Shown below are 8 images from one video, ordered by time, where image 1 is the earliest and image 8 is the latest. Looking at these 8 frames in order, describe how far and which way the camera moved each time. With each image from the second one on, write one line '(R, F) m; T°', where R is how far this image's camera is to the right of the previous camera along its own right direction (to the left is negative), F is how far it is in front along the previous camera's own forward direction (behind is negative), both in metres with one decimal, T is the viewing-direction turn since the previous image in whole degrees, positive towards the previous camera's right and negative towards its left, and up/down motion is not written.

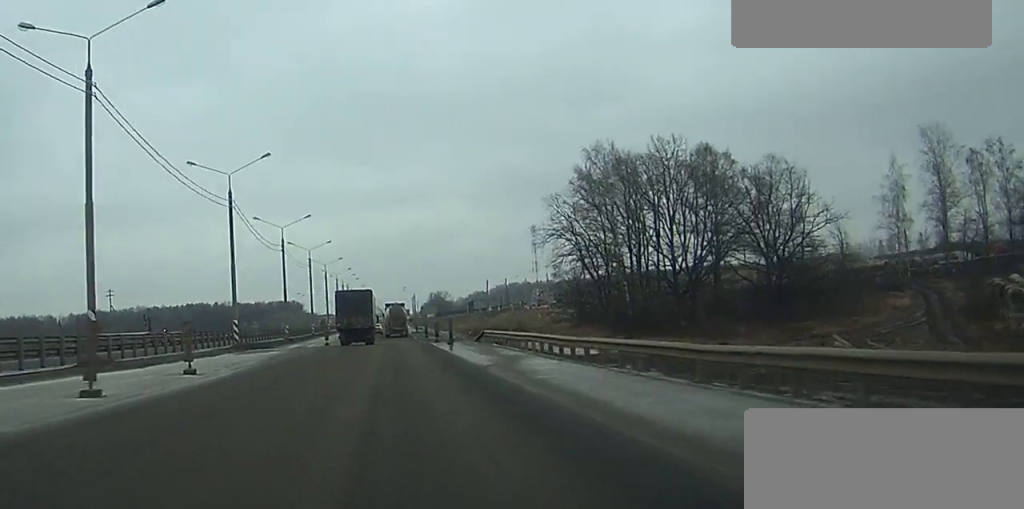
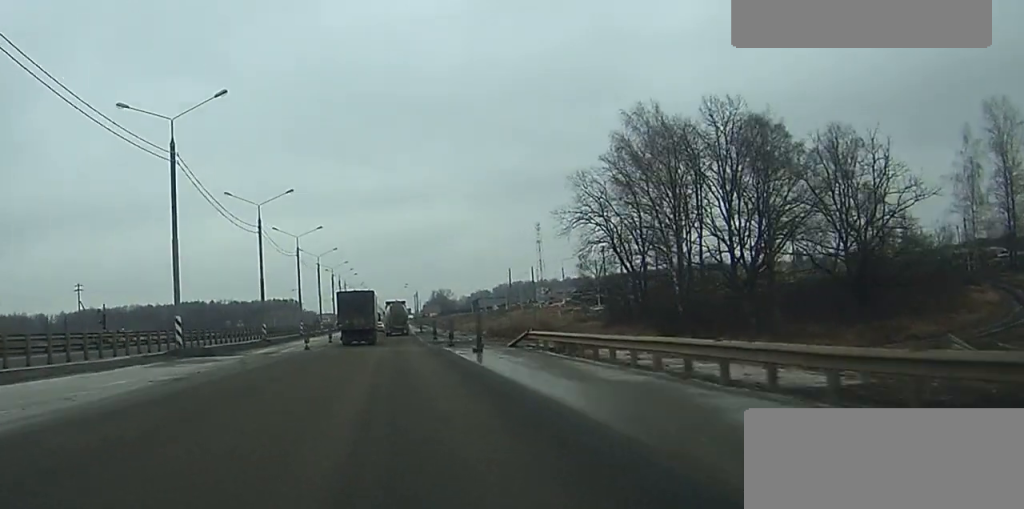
(-0.2, +15.8) m; 0°
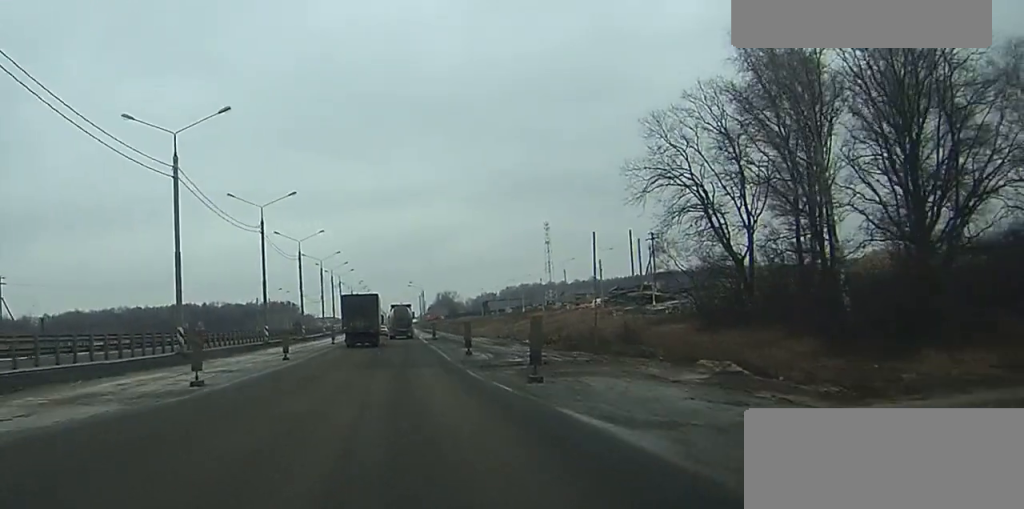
(+0.4, +27.2) m; +2°
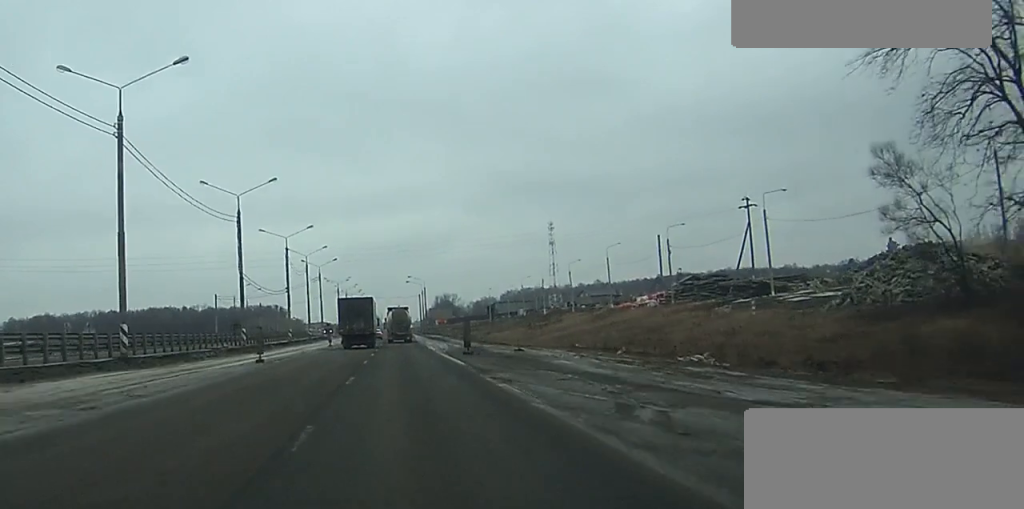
(-0.4, +39.8) m; -1°
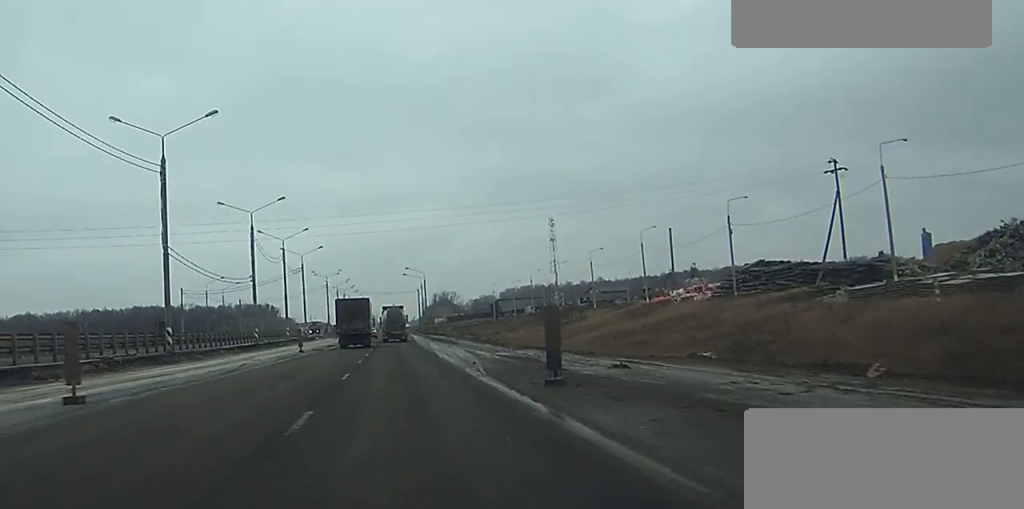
(0.0, +23.5) m; +1°
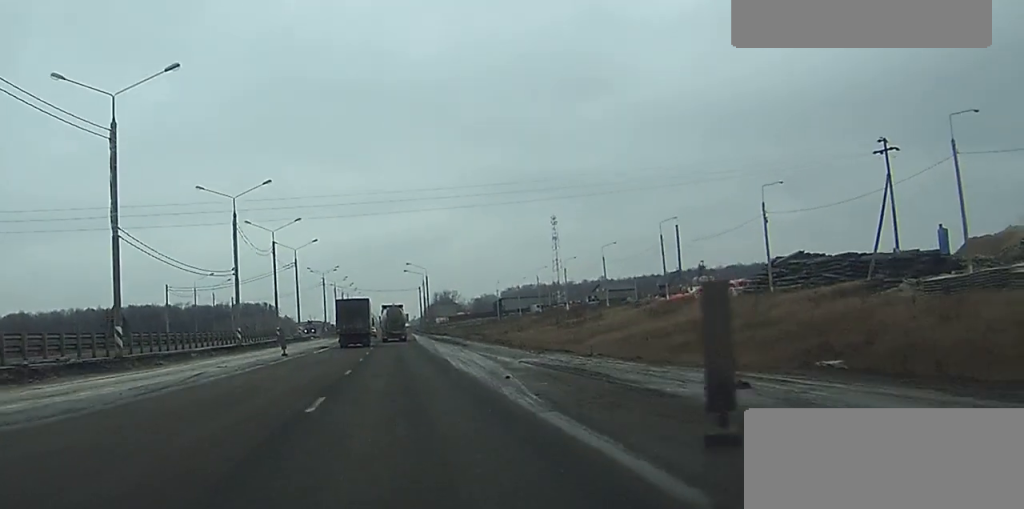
(0.0, +8.1) m; 0°
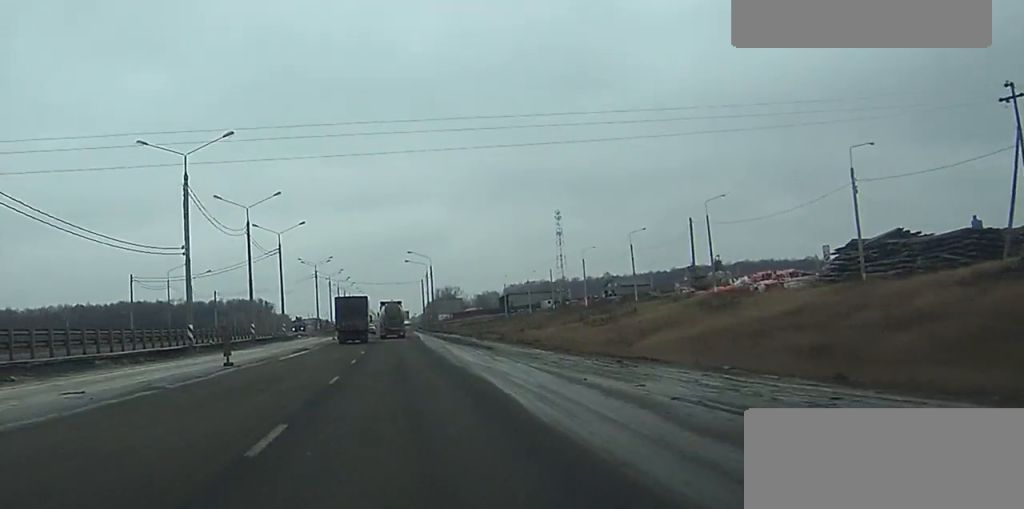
(+0.1, +15.6) m; 0°
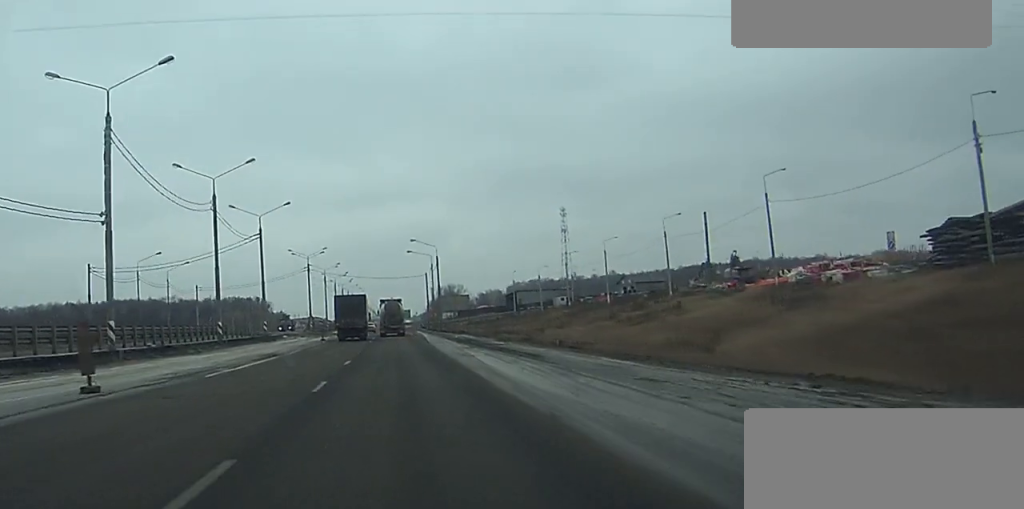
(-0.2, +18.3) m; 0°
